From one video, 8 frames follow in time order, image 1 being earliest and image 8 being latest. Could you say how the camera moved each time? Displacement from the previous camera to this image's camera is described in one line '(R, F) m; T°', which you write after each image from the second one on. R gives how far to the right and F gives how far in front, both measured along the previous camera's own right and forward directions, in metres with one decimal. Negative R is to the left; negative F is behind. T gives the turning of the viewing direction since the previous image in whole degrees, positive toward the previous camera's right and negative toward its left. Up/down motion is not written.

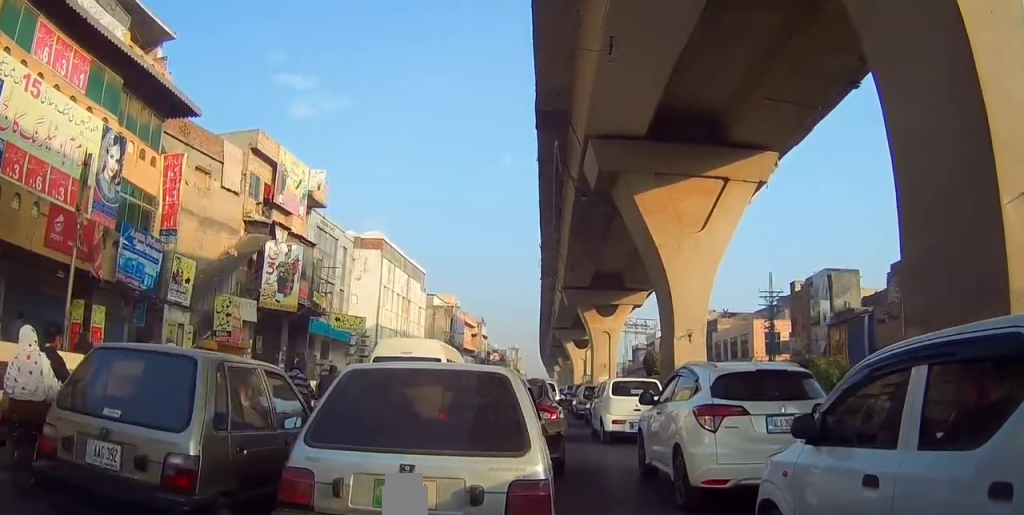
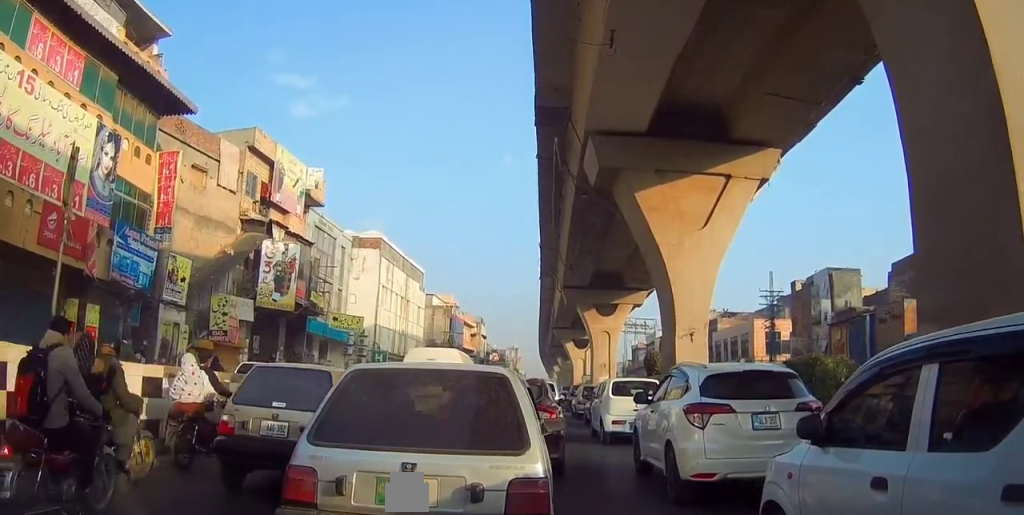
(0.0, 0.0) m; 0°
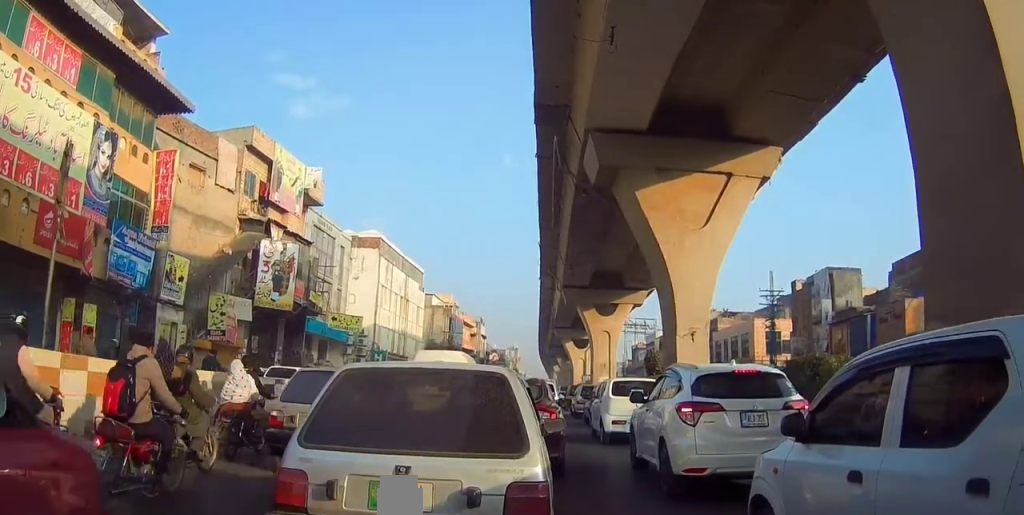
(0.0, 0.0) m; 0°
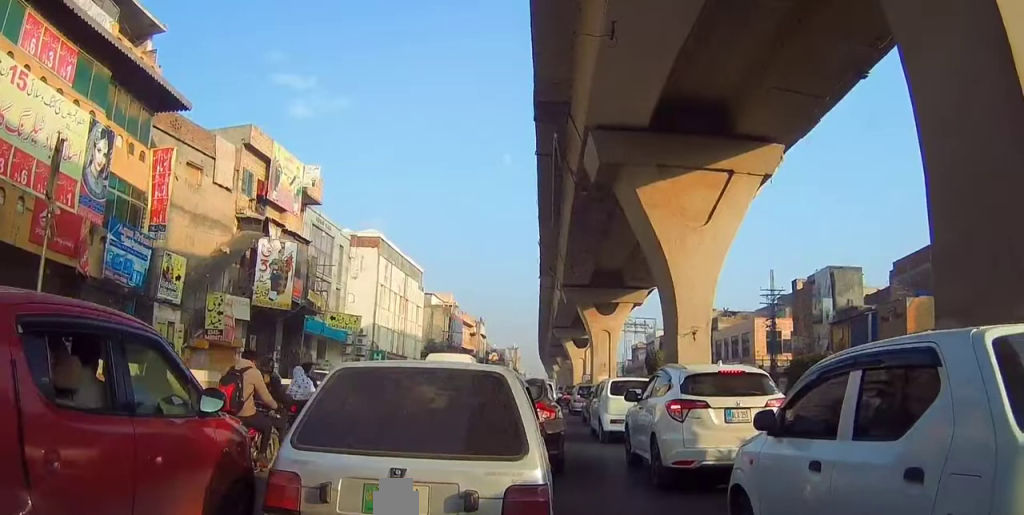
(0.0, 0.0) m; 0°
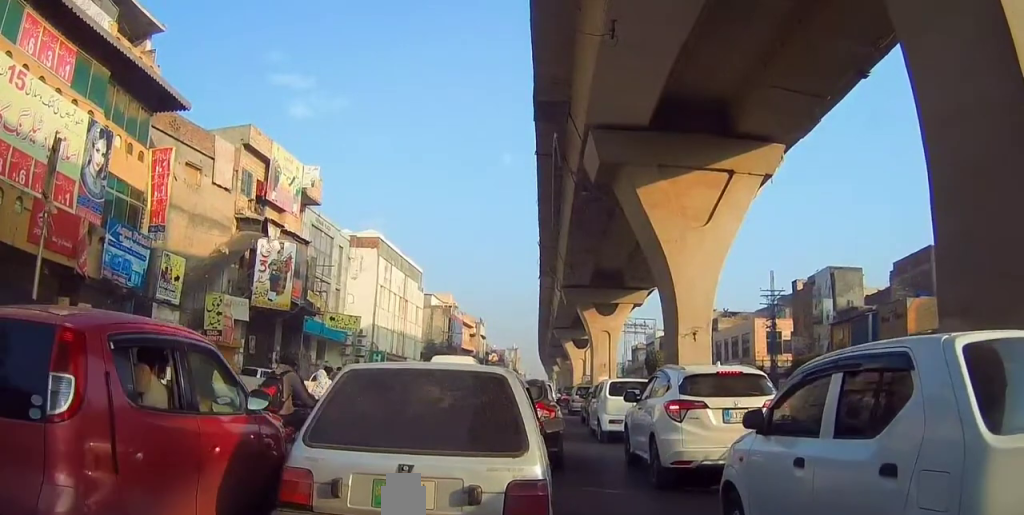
(0.0, 0.0) m; 0°
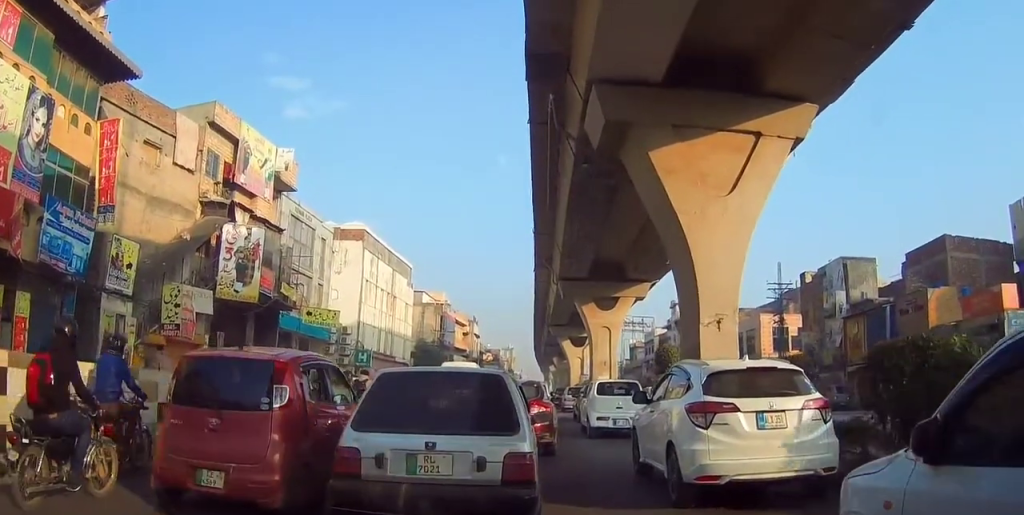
(+0.9, +2.4) m; 0°
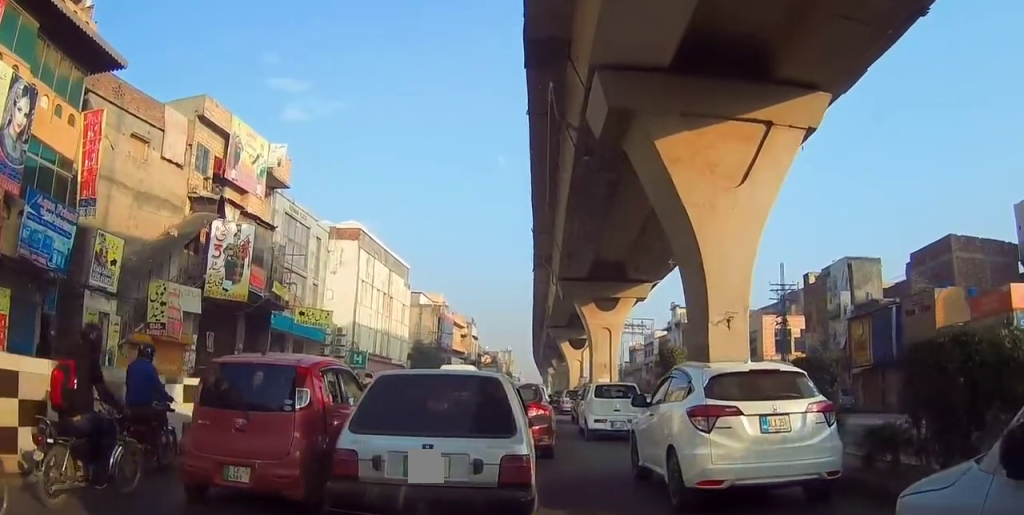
(0.0, +0.7) m; 0°
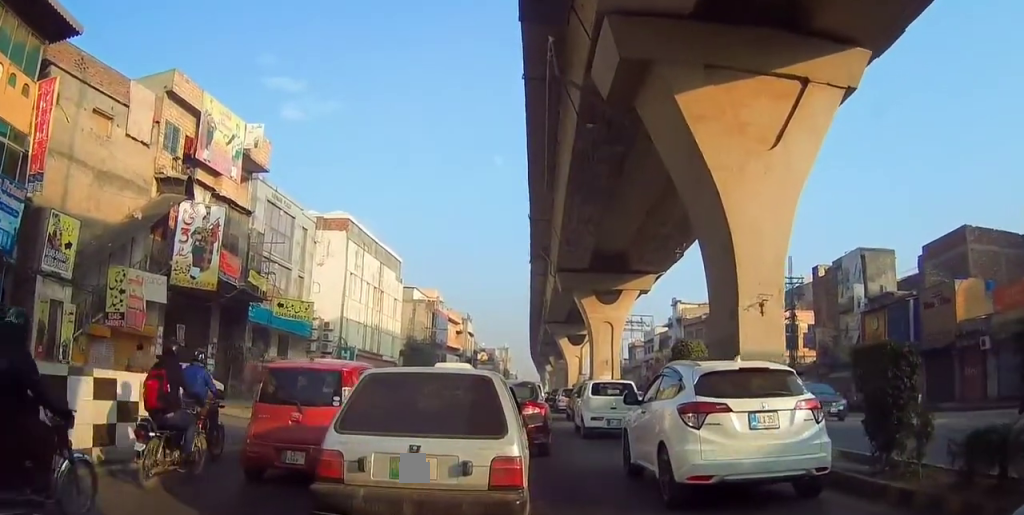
(0.0, +2.0) m; +4°
